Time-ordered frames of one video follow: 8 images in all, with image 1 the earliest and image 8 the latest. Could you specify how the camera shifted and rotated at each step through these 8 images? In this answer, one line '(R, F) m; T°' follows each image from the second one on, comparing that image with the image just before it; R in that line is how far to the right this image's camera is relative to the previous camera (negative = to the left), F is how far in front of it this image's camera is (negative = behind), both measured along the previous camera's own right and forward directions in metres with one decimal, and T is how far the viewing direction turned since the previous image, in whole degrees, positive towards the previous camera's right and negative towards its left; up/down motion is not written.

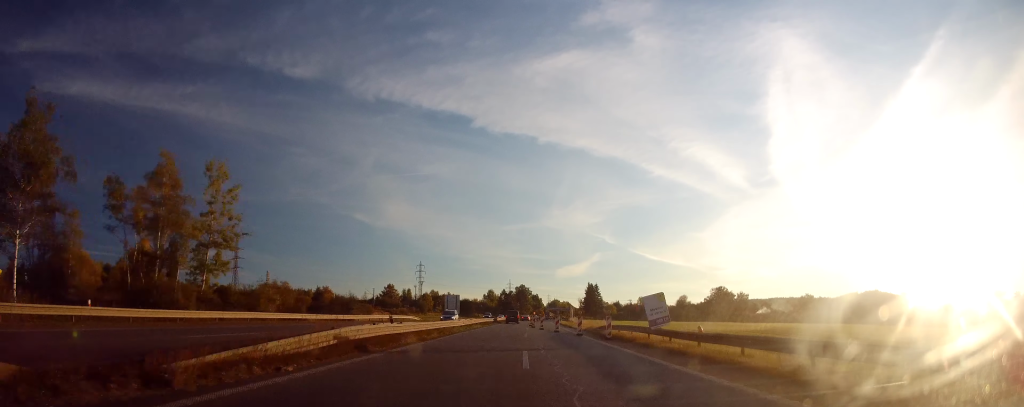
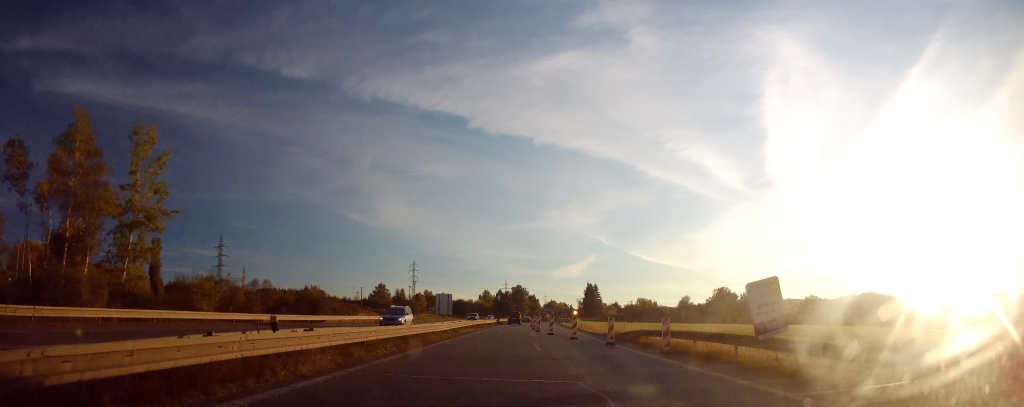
(+0.1, +10.5) m; 0°
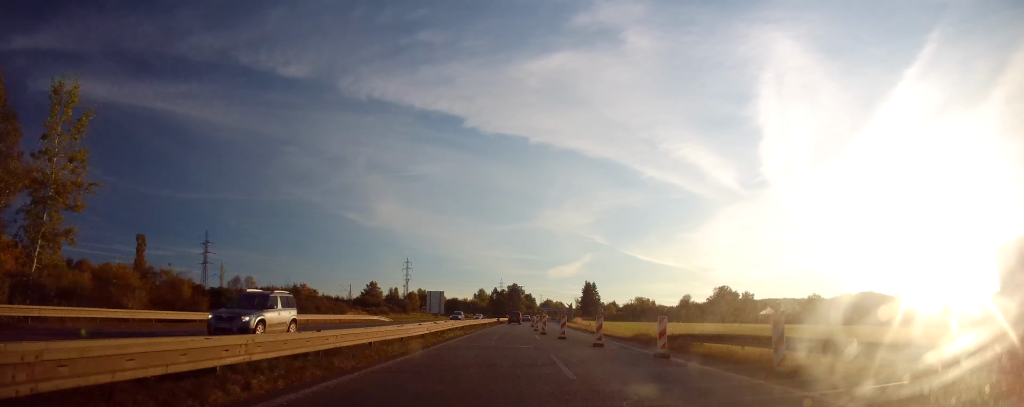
(-0.1, +8.3) m; 0°
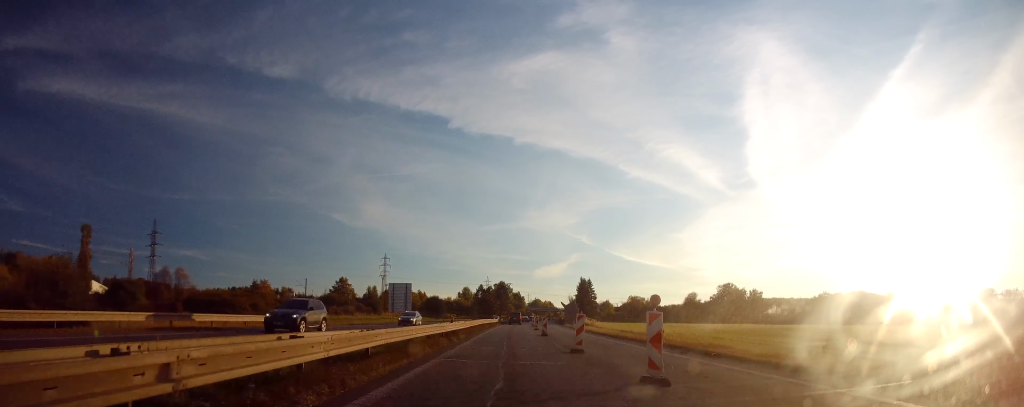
(+0.2, +26.8) m; +2°
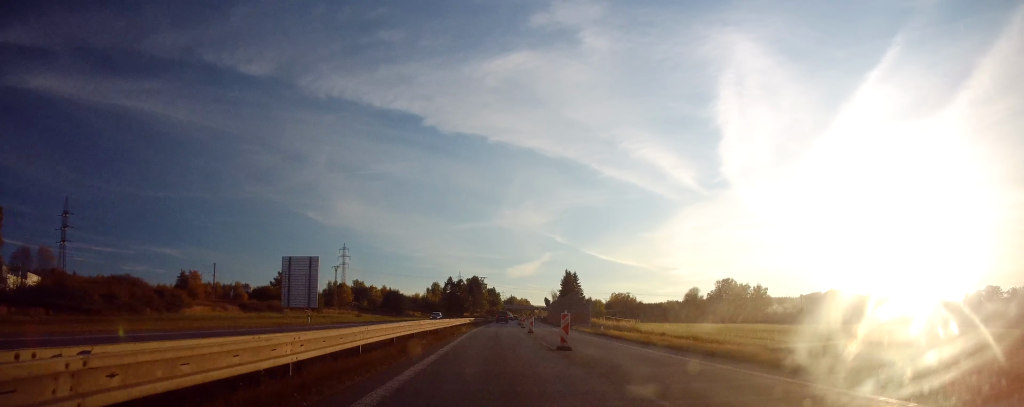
(+0.6, +33.9) m; +2°
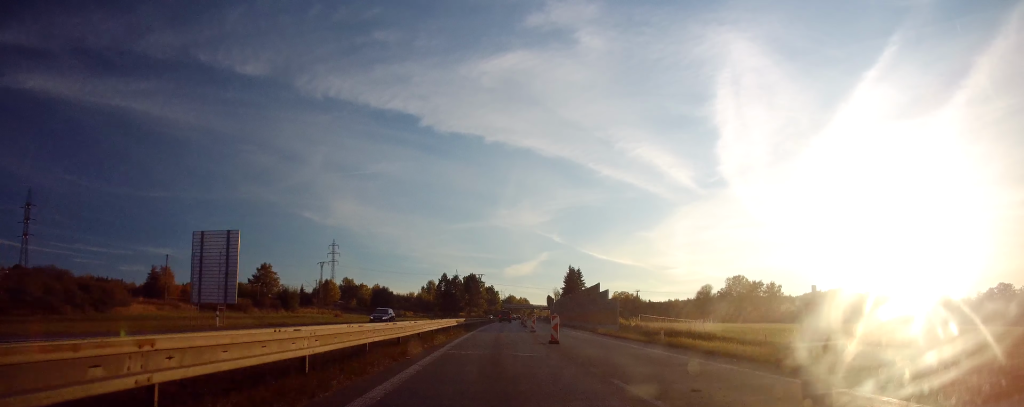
(+0.1, +15.2) m; +1°
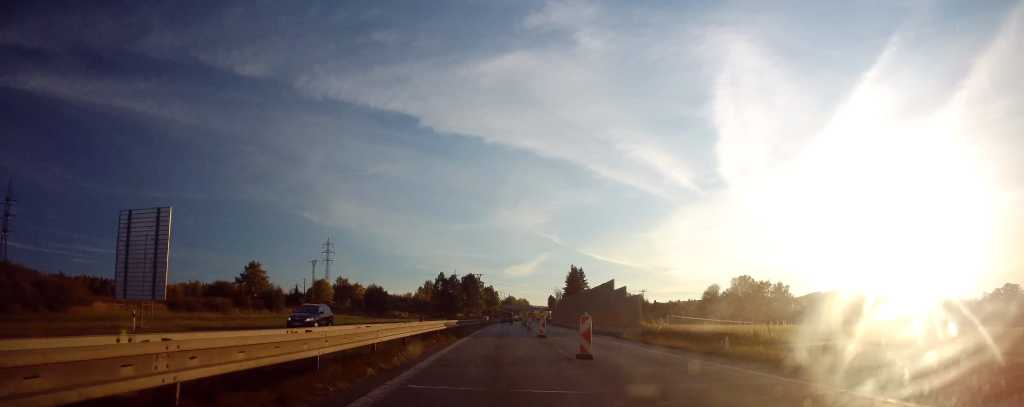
(+0.3, +7.6) m; 0°
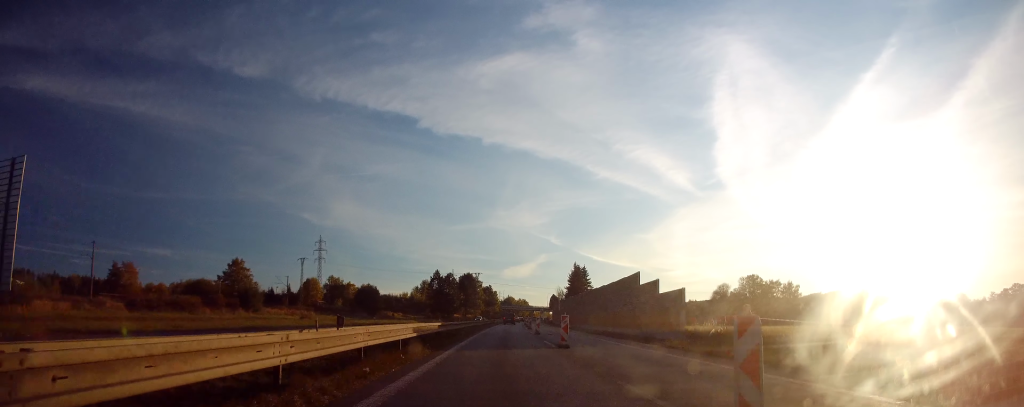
(0.0, +9.9) m; 0°
